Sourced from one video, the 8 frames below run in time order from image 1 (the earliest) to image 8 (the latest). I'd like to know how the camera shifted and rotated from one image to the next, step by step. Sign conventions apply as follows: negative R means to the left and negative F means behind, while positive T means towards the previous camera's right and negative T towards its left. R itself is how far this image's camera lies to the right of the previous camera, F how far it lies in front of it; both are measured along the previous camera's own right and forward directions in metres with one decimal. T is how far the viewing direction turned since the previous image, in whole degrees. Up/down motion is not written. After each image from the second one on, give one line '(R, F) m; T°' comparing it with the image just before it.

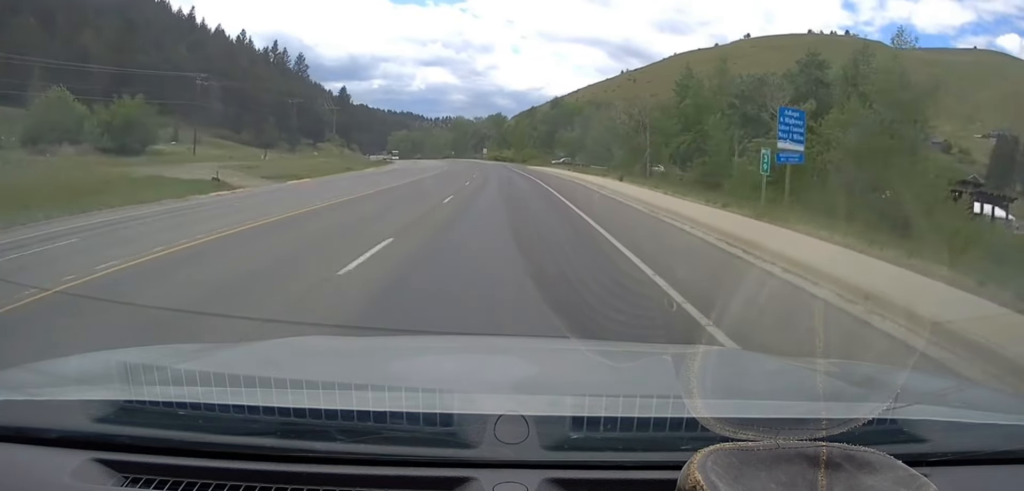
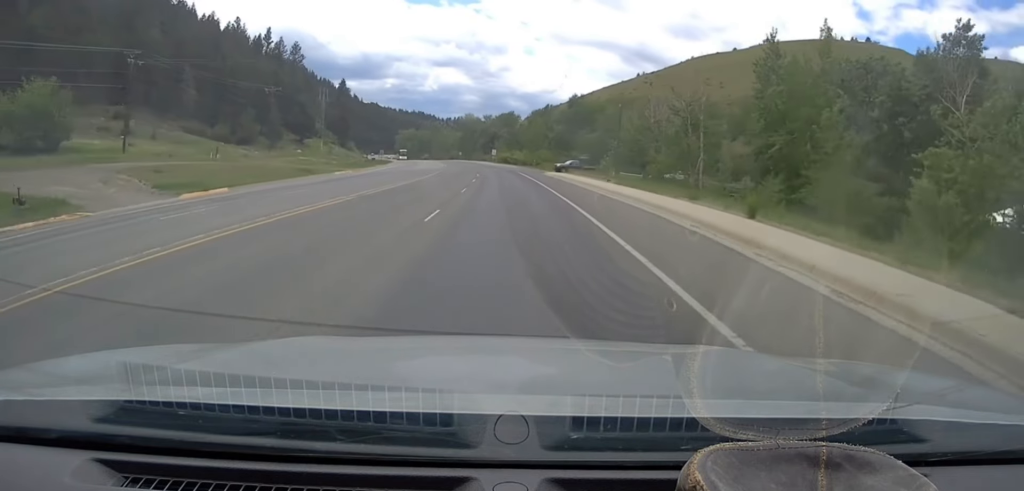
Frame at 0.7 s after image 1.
(-0.2, +17.6) m; 0°
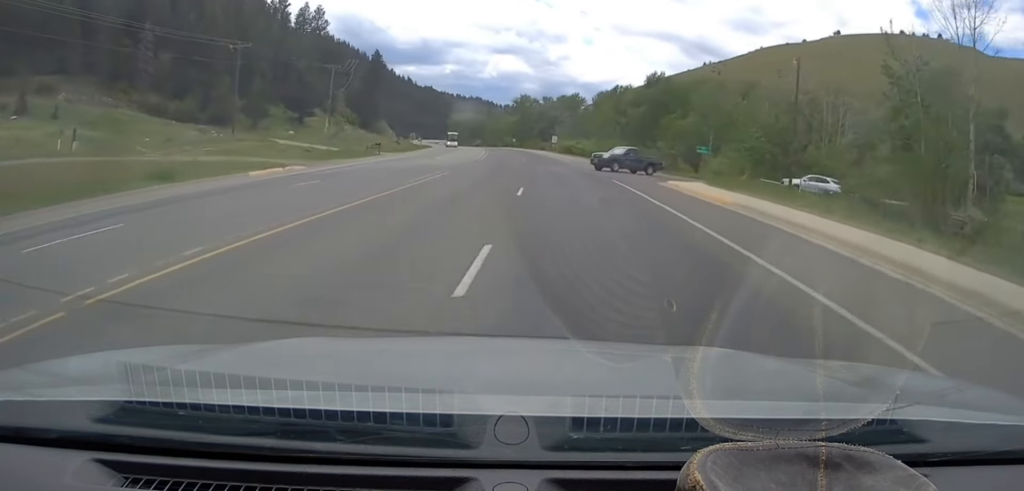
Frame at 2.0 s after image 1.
(-0.1, +33.1) m; -2°
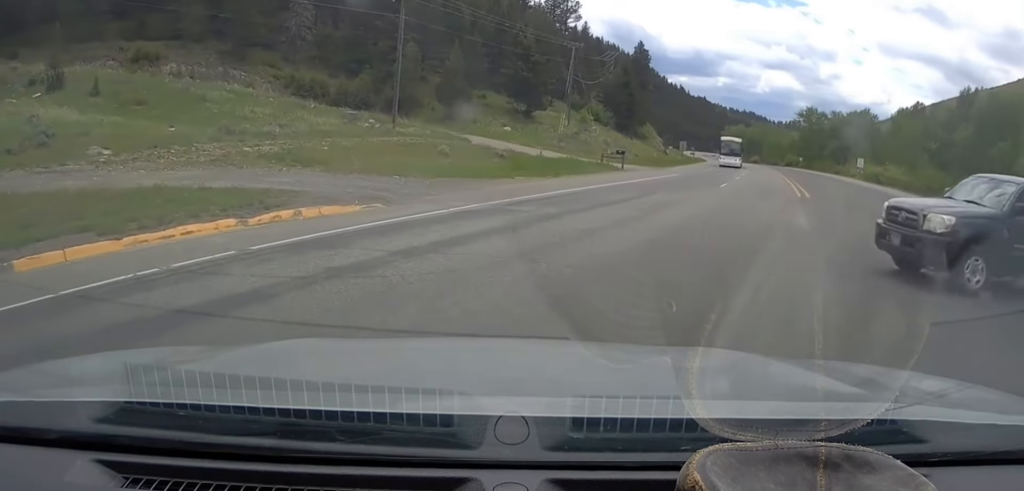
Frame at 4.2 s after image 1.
(-3.6, +42.7) m; -14°
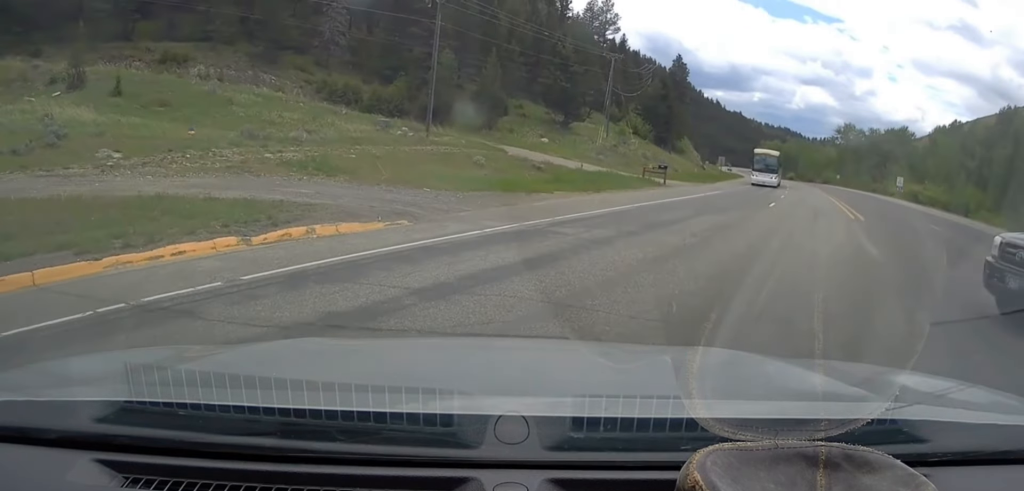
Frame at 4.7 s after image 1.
(-0.2, +7.2) m; -5°
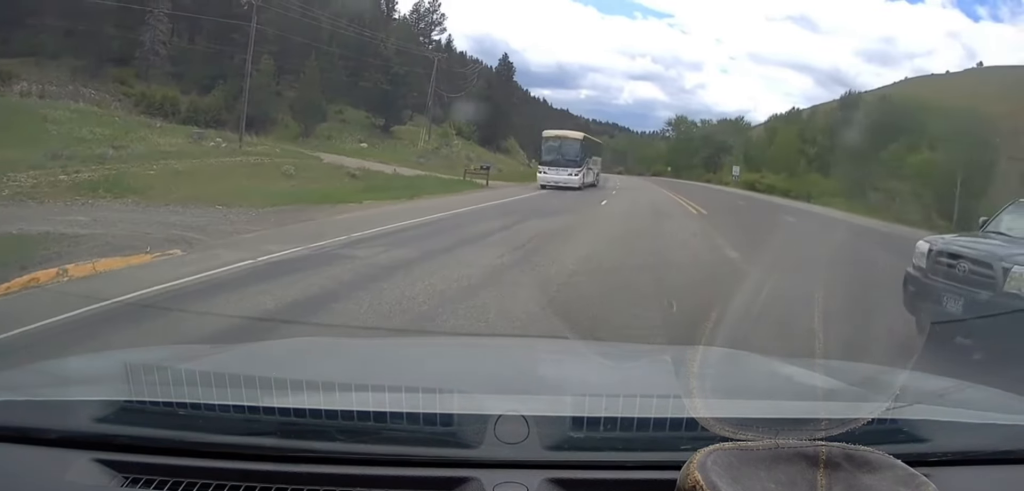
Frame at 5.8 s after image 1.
(-0.9, +9.0) m; -4°
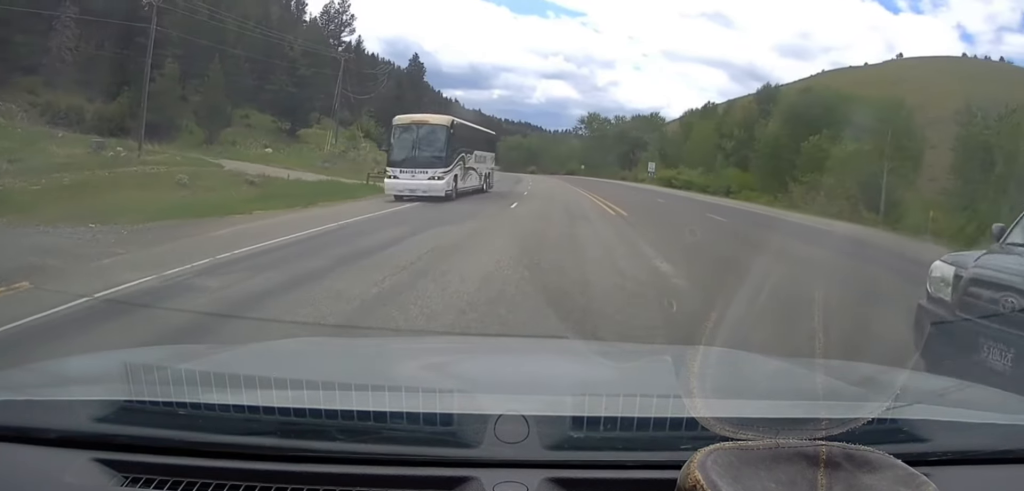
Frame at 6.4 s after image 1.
(-0.1, +3.1) m; +5°
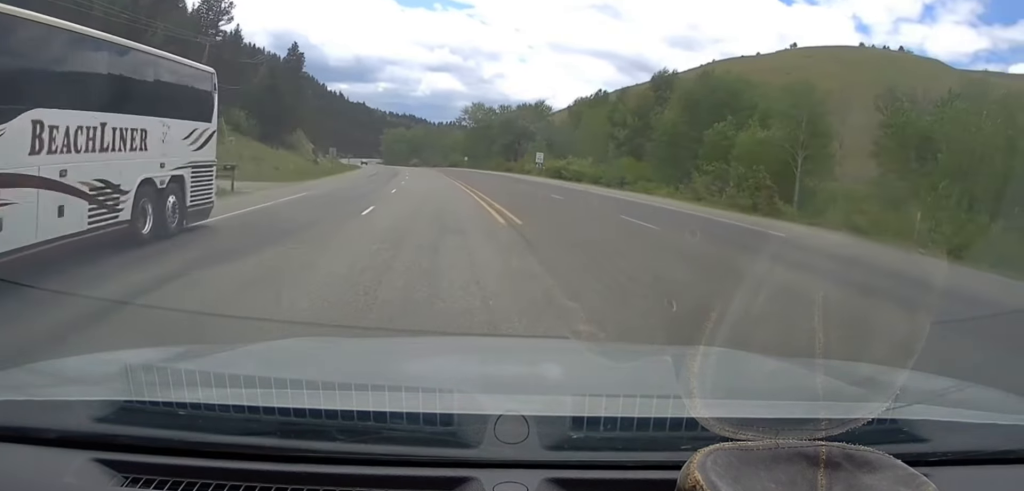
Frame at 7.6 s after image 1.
(+0.7, +3.6) m; +20°
